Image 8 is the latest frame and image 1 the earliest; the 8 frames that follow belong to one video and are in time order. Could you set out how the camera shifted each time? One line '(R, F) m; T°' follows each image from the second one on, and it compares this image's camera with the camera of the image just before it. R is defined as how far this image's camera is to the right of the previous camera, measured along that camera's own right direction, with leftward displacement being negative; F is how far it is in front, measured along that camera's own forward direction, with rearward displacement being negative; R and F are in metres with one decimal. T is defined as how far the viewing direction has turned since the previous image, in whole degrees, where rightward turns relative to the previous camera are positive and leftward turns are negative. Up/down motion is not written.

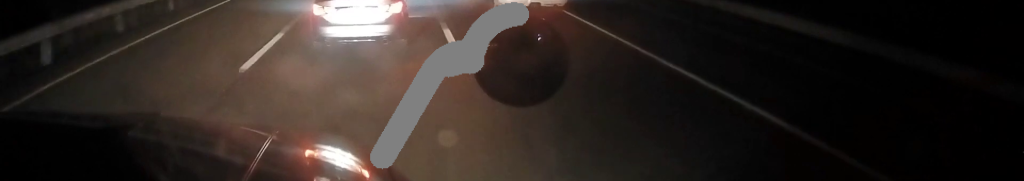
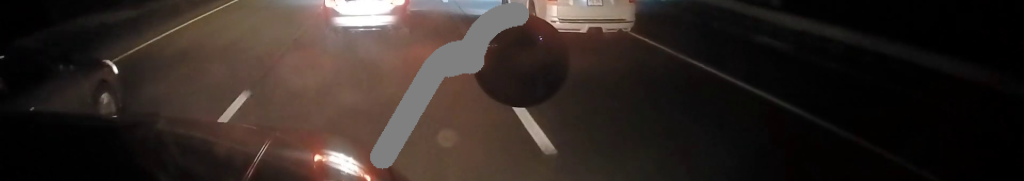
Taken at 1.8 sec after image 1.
(-0.2, +53.8) m; 0°
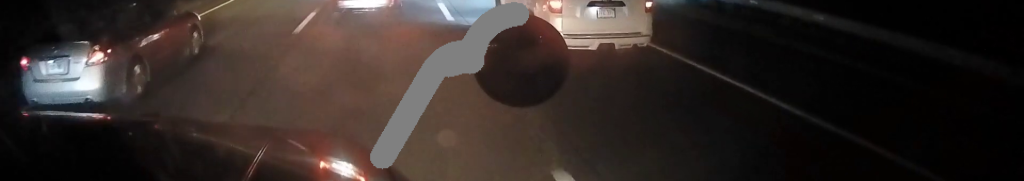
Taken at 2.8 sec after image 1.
(+0.2, +28.8) m; +1°
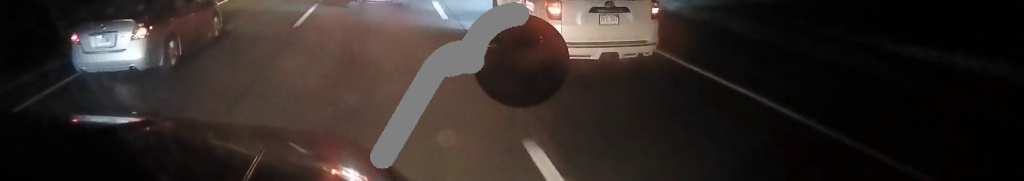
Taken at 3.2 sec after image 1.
(+0.1, +12.2) m; +1°
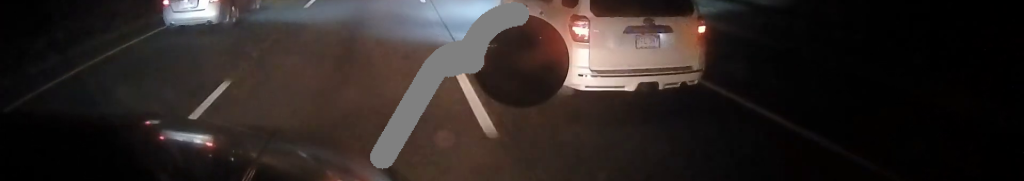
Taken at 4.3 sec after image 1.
(+0.7, +34.5) m; +3°
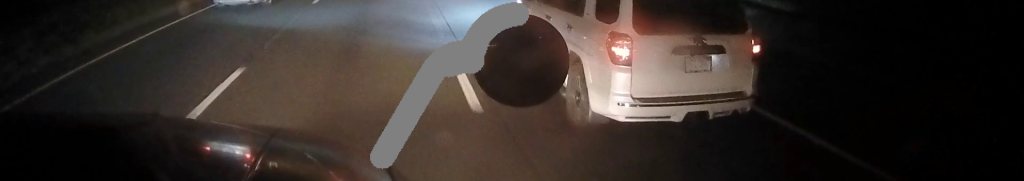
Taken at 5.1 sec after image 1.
(+0.4, +26.1) m; +2°
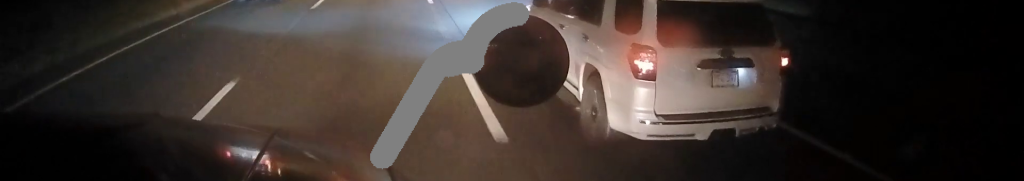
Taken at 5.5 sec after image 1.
(+0.4, +14.8) m; +1°
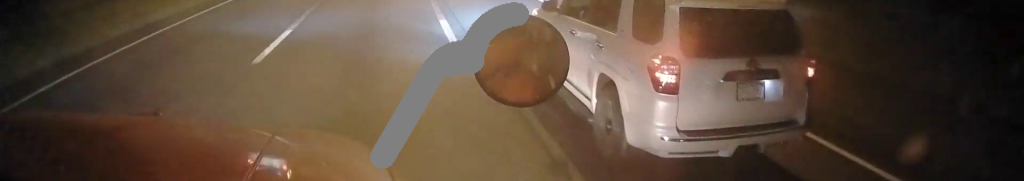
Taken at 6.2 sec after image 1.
(+0.2, +21.7) m; -1°
